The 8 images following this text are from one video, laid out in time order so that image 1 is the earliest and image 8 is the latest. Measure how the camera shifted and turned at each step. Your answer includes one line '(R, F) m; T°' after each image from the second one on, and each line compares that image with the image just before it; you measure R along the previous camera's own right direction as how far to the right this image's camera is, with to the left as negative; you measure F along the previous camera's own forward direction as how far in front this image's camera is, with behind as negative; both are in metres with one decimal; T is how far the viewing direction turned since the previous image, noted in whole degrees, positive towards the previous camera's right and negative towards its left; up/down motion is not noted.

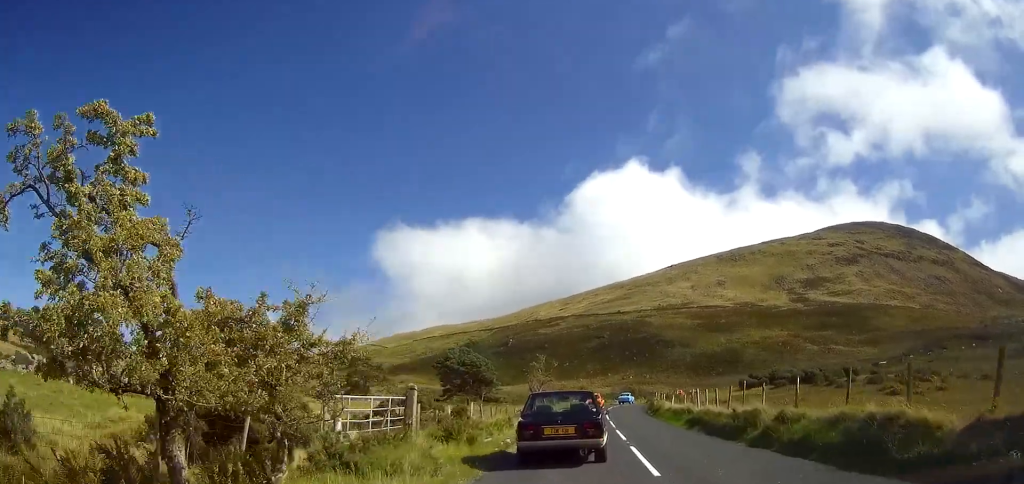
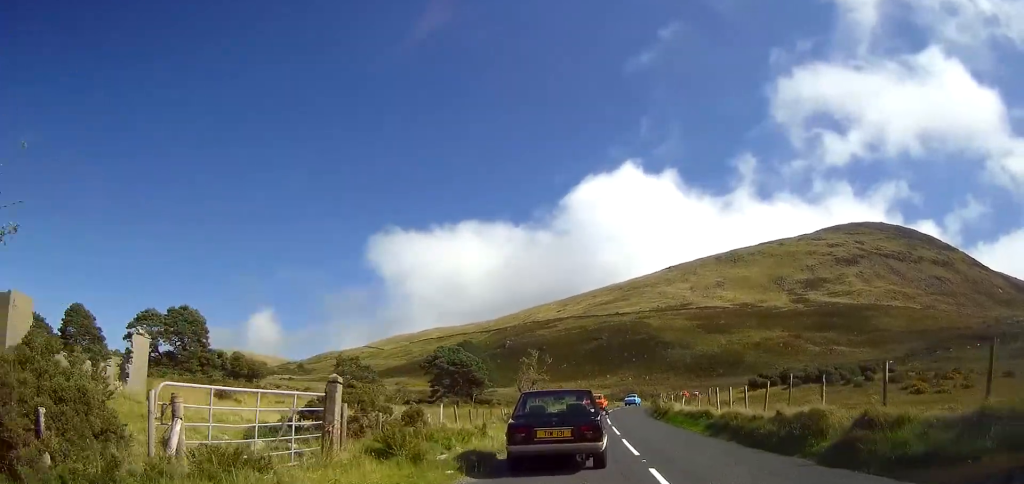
(+0.1, +5.2) m; +1°
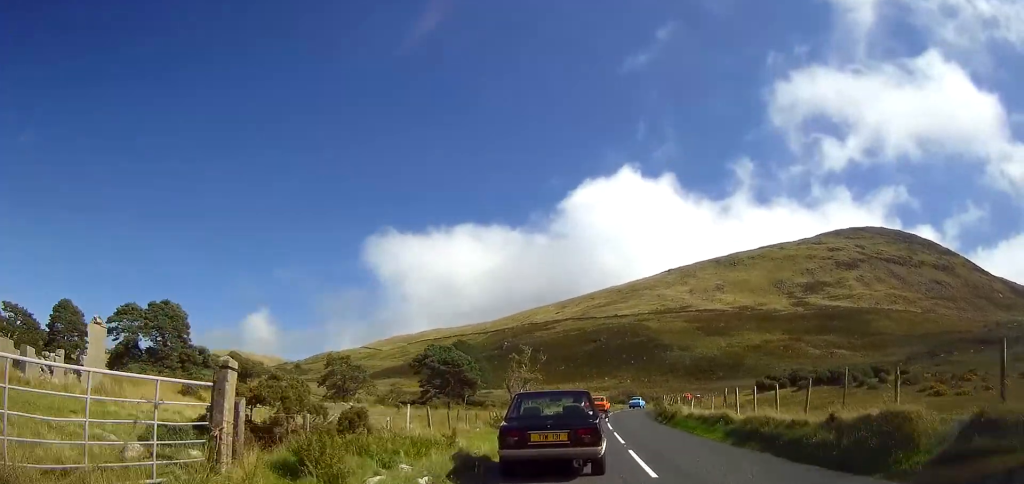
(0.0, +3.8) m; 0°
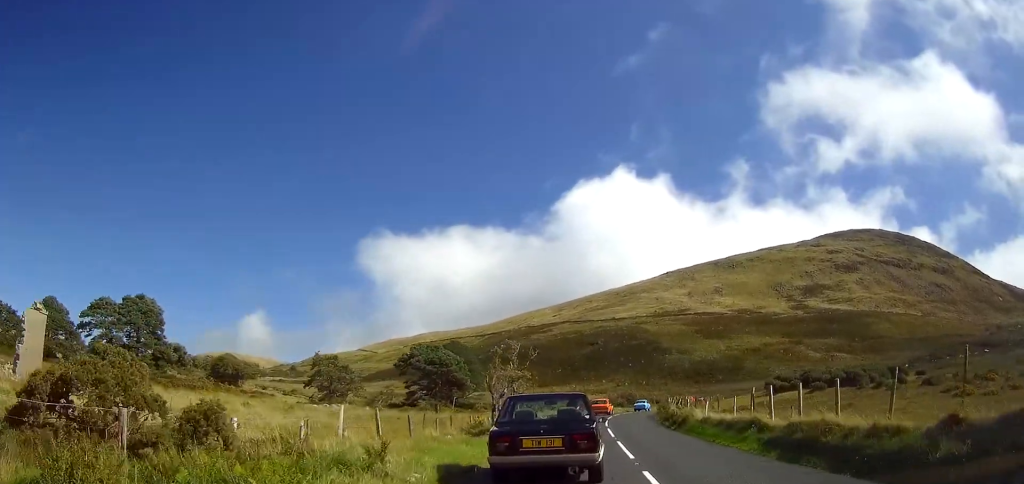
(0.0, +4.6) m; 0°
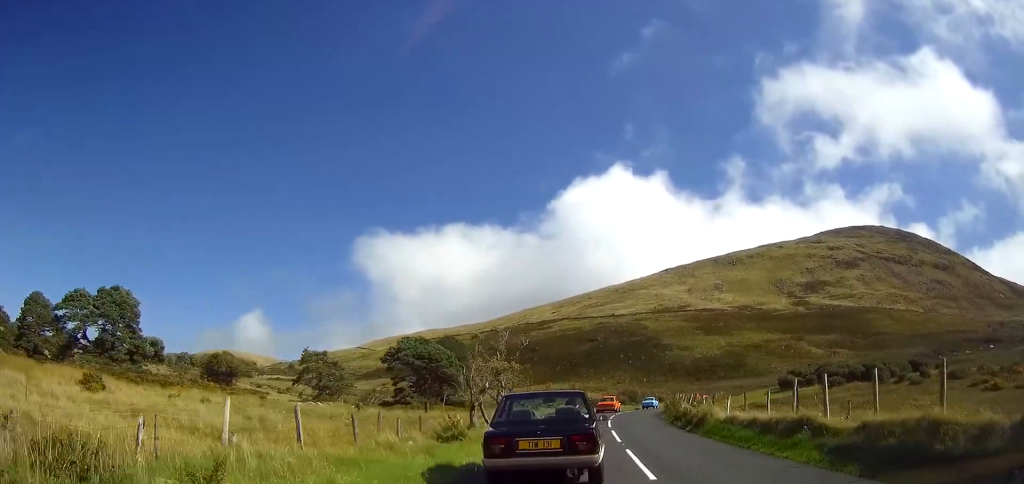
(0.0, +4.4) m; 0°
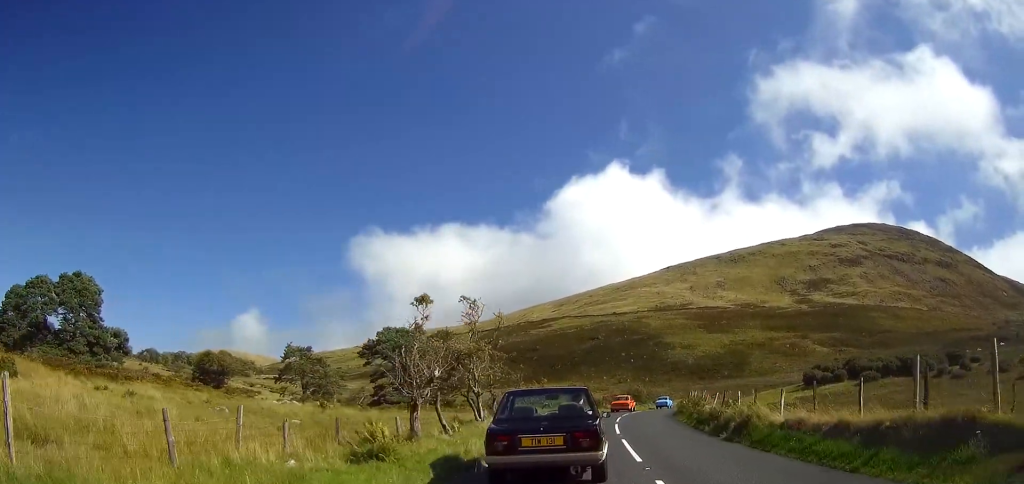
(0.0, +6.8) m; 0°
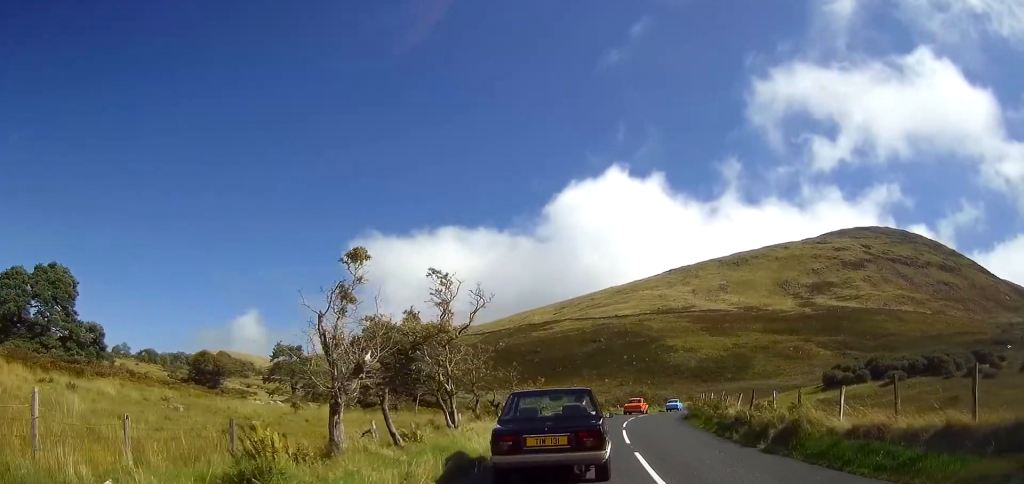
(0.0, +4.3) m; 0°
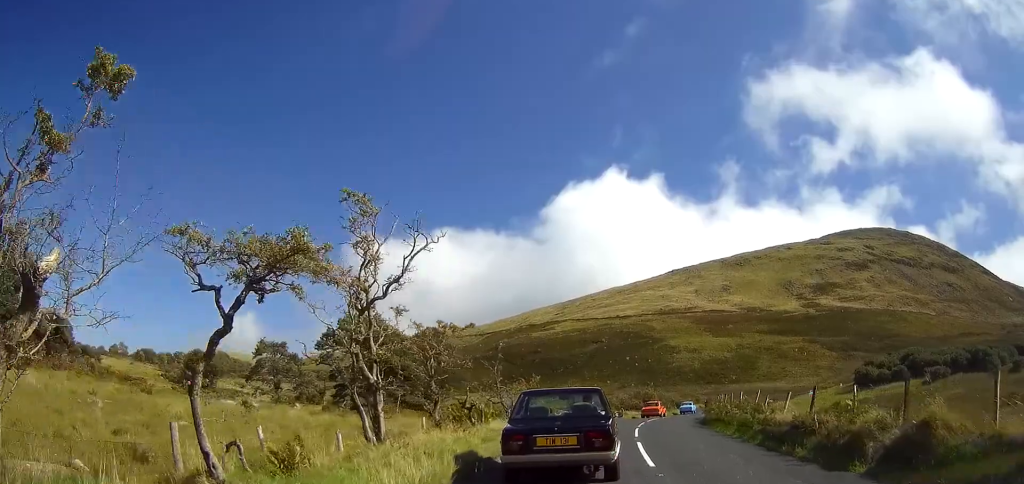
(0.0, +5.9) m; 0°
